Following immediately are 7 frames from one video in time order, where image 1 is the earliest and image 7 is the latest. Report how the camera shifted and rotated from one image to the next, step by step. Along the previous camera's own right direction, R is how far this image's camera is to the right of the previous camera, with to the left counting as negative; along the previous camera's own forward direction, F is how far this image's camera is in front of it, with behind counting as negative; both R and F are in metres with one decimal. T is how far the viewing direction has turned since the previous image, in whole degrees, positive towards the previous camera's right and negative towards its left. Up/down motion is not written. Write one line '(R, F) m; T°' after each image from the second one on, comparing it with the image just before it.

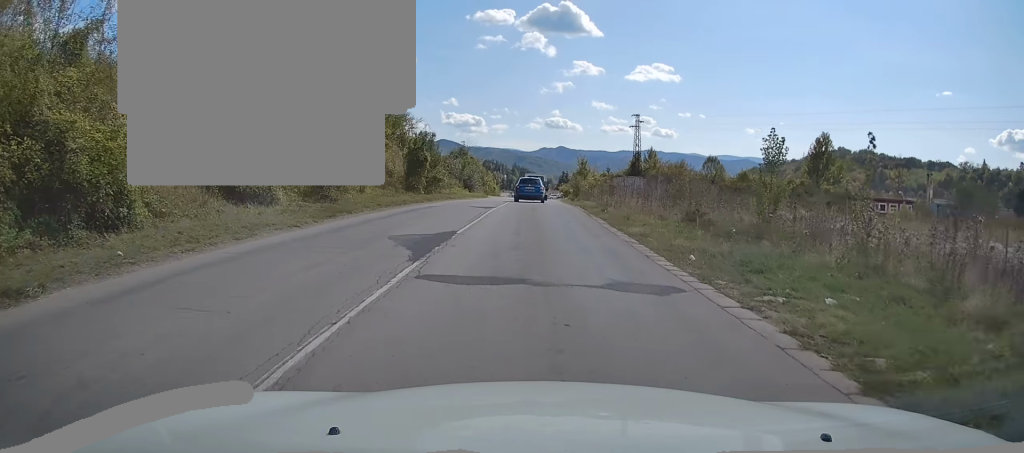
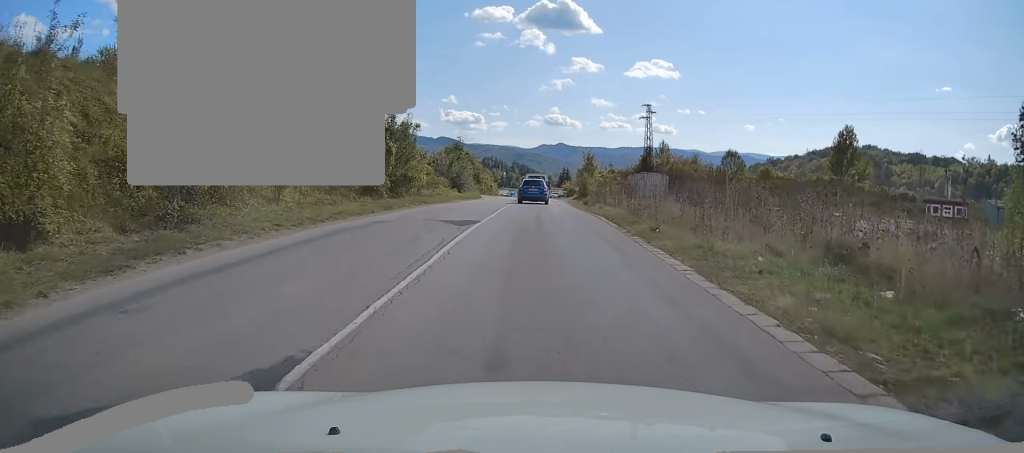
(0.0, +9.6) m; 0°
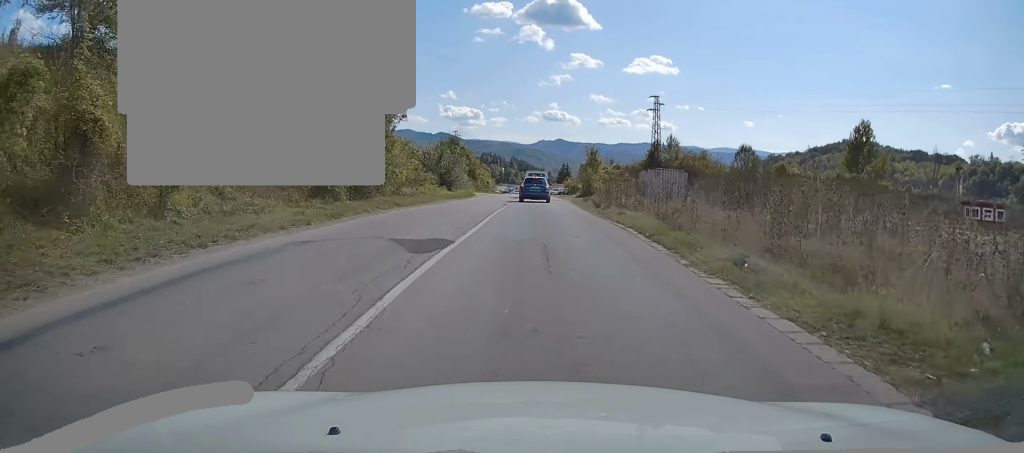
(0.0, +6.3) m; 0°
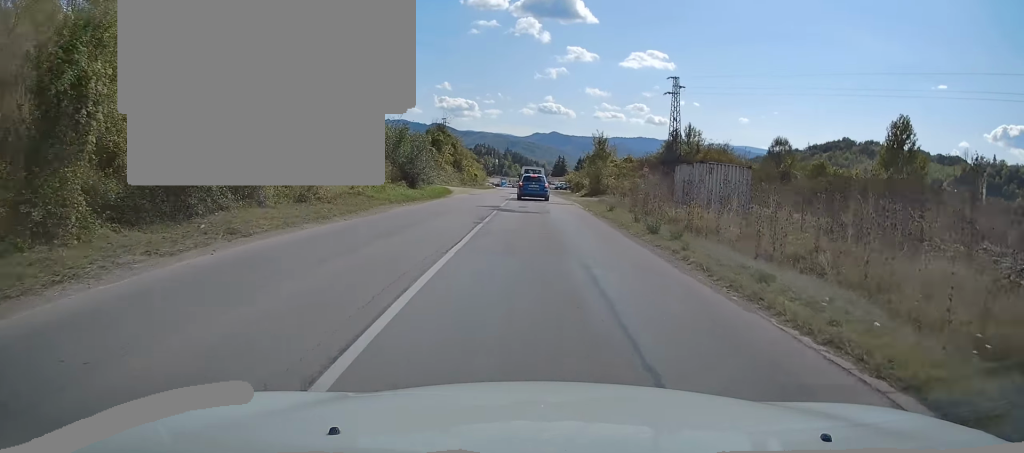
(0.0, +13.5) m; 0°
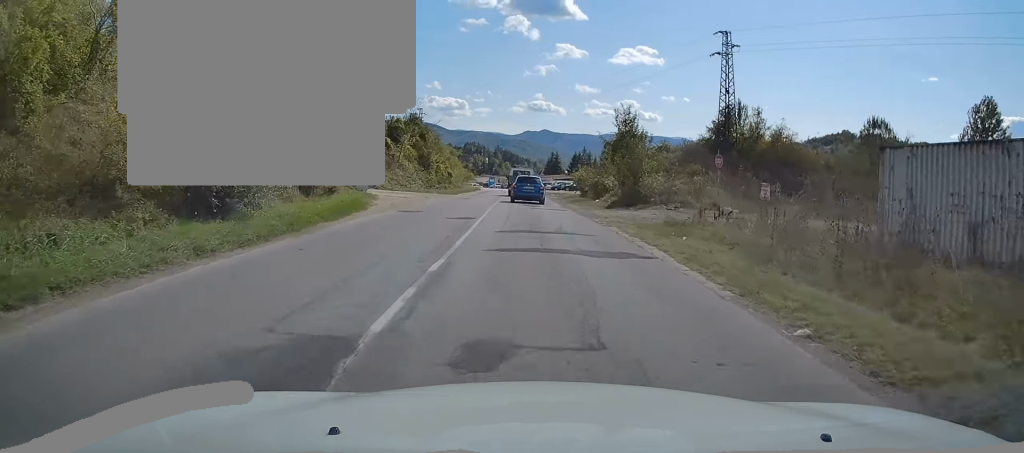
(+0.3, +22.0) m; +1°
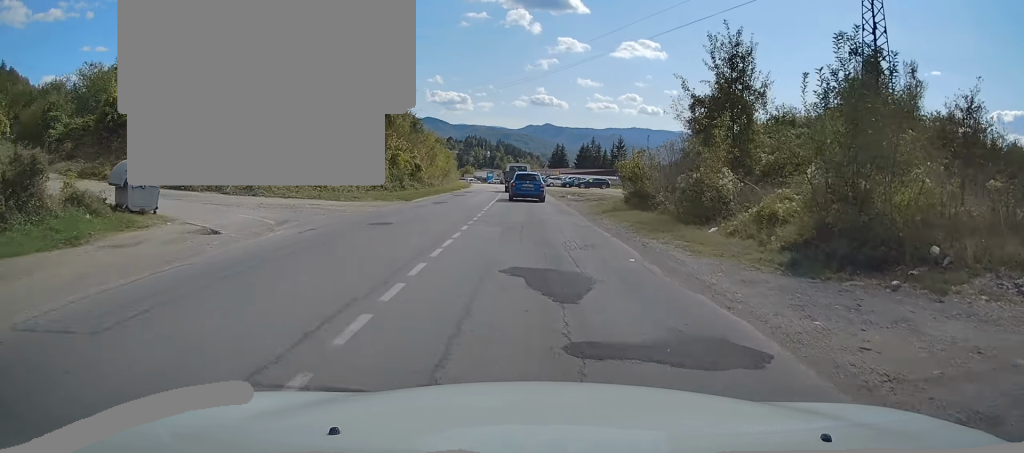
(-0.1, +22.9) m; 0°
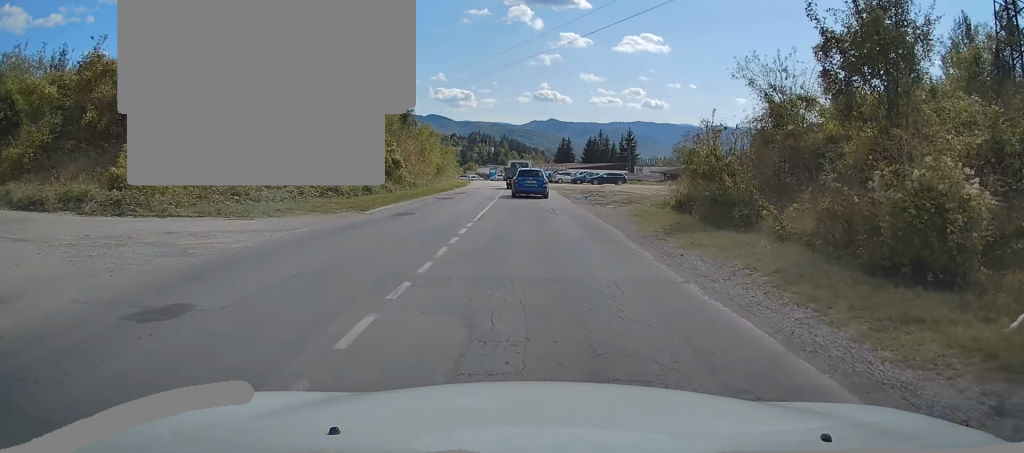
(-0.1, +10.0) m; +1°
